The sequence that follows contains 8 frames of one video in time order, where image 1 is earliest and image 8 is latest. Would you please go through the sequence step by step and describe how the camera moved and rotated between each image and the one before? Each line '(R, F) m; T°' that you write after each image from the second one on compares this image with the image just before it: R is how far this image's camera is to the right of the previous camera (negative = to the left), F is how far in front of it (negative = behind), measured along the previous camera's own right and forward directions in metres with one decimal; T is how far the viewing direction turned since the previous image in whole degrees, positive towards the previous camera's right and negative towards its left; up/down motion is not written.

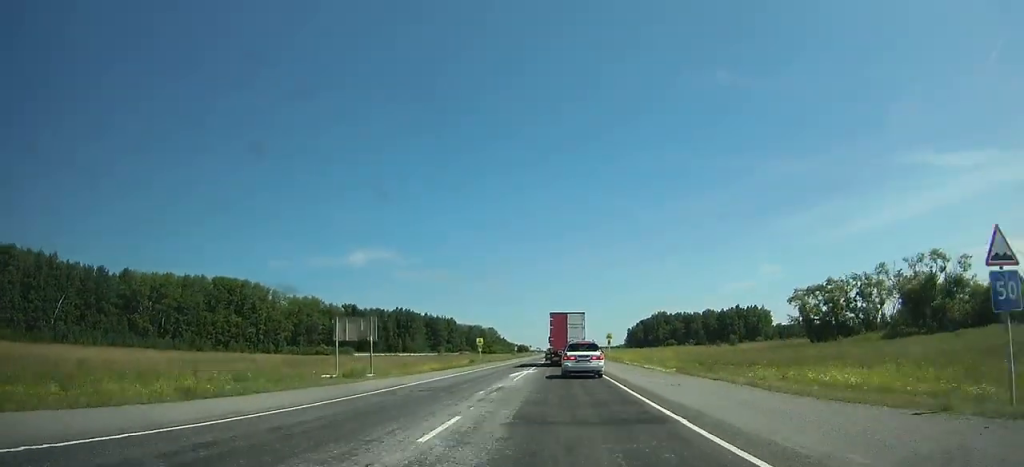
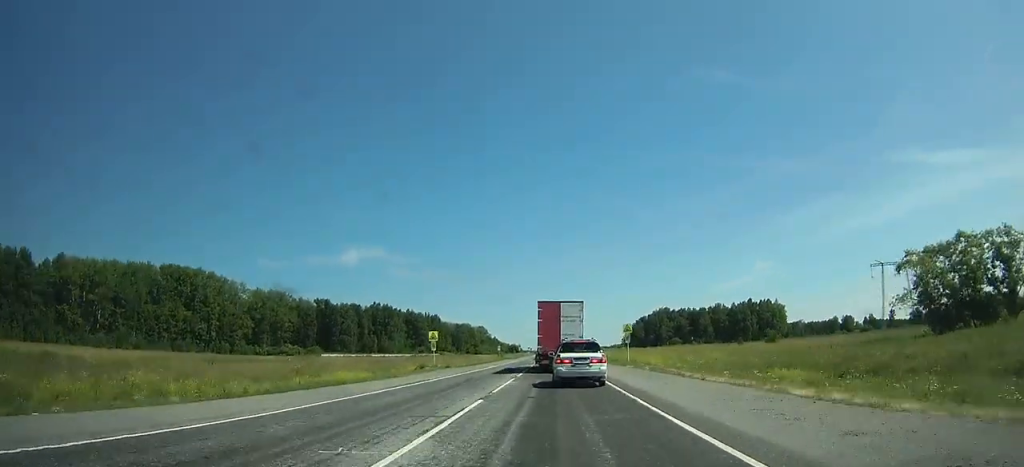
(+0.1, +25.7) m; 0°
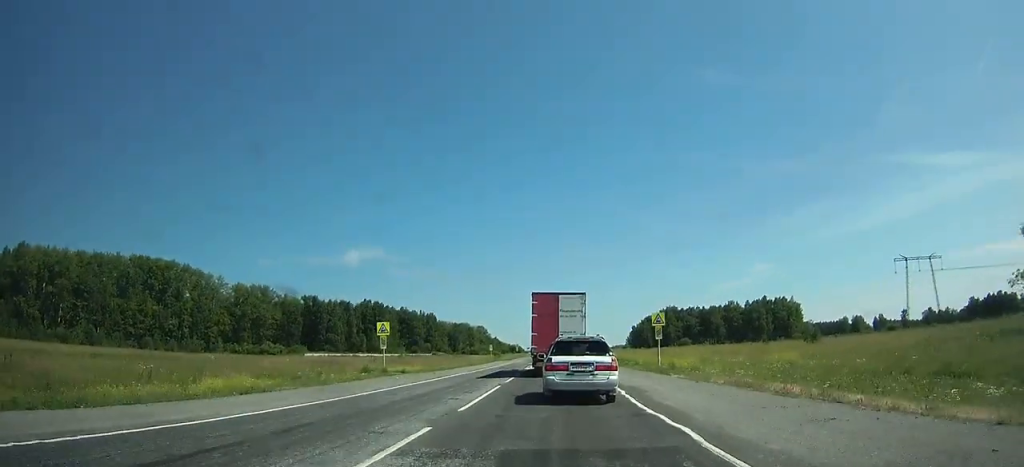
(0.0, +16.4) m; 0°
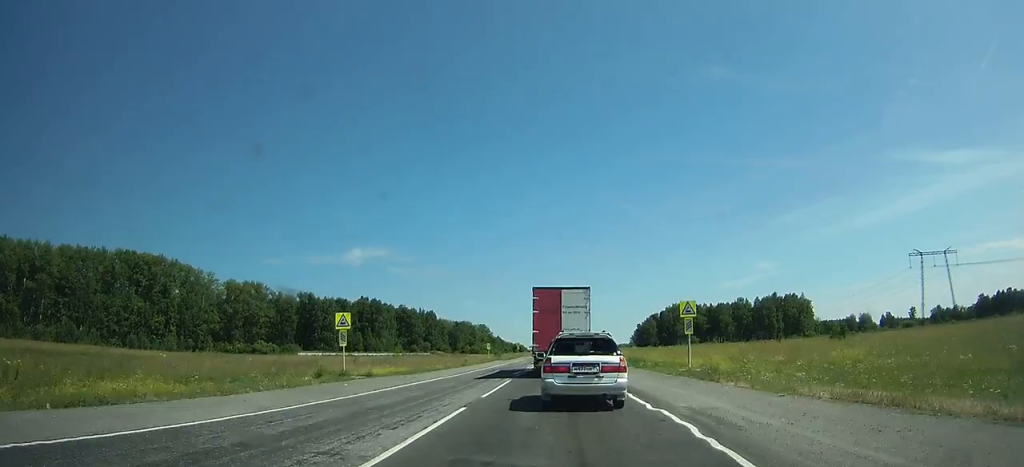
(-0.1, +9.0) m; 0°
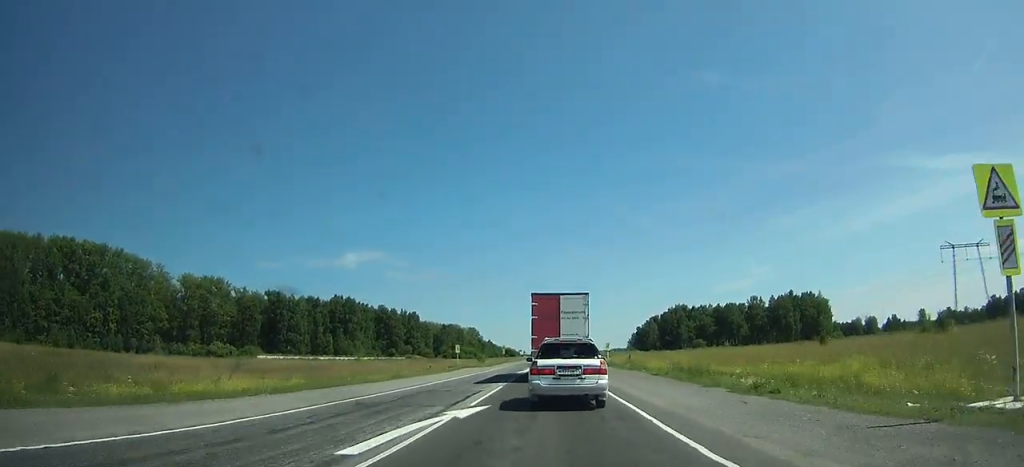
(+0.1, +28.0) m; +1°
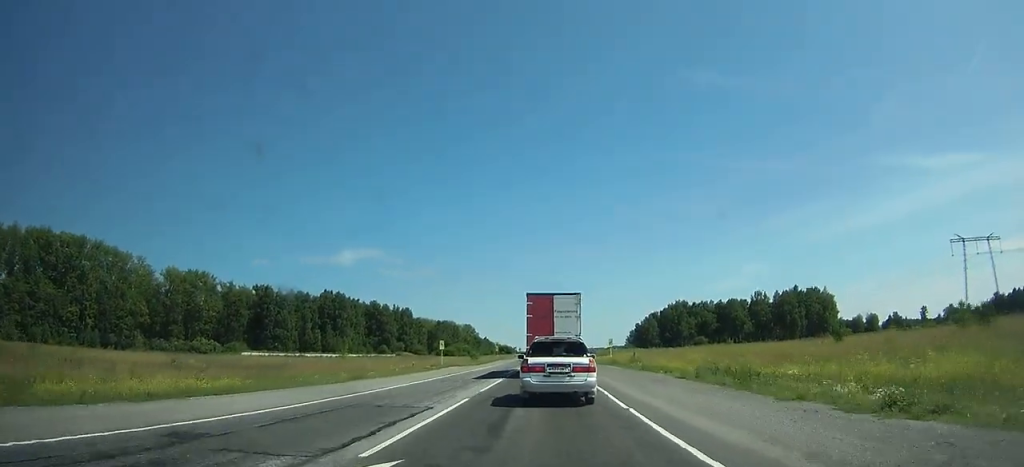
(+0.1, +9.0) m; 0°
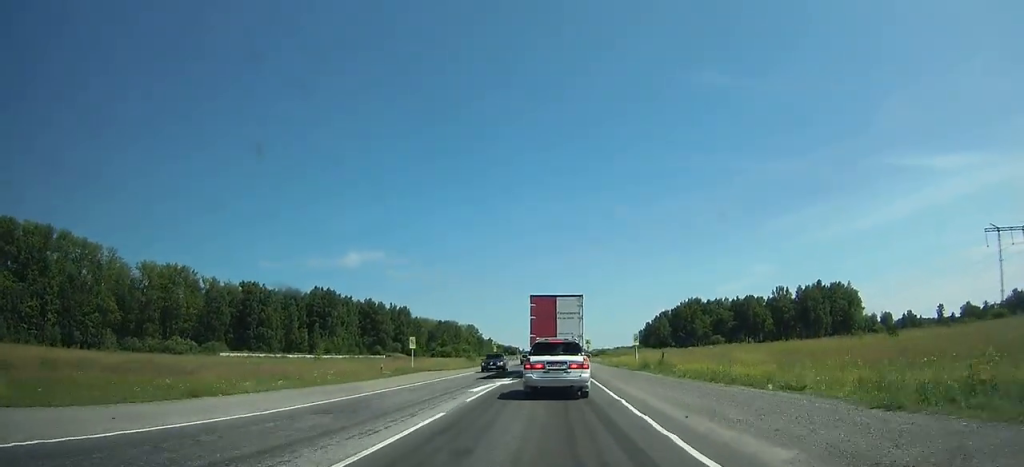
(-0.1, +16.1) m; -1°
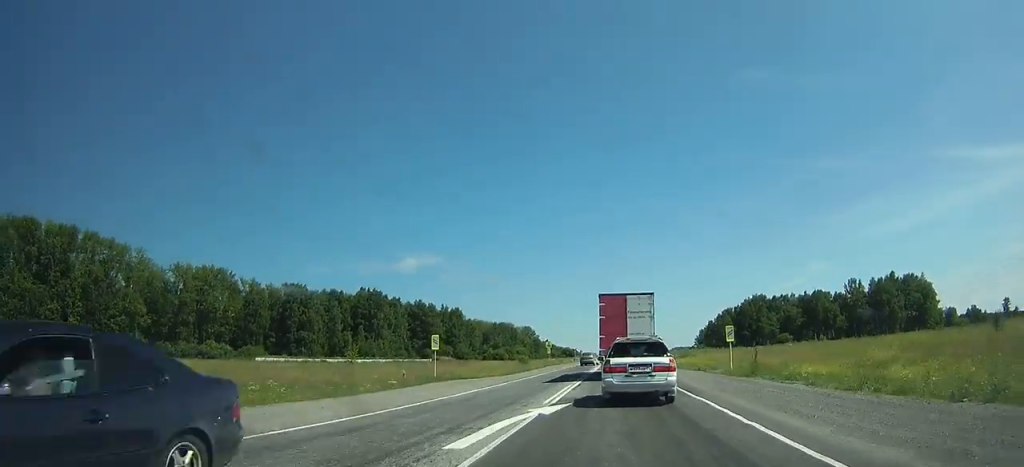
(-0.1, +10.4) m; -1°
